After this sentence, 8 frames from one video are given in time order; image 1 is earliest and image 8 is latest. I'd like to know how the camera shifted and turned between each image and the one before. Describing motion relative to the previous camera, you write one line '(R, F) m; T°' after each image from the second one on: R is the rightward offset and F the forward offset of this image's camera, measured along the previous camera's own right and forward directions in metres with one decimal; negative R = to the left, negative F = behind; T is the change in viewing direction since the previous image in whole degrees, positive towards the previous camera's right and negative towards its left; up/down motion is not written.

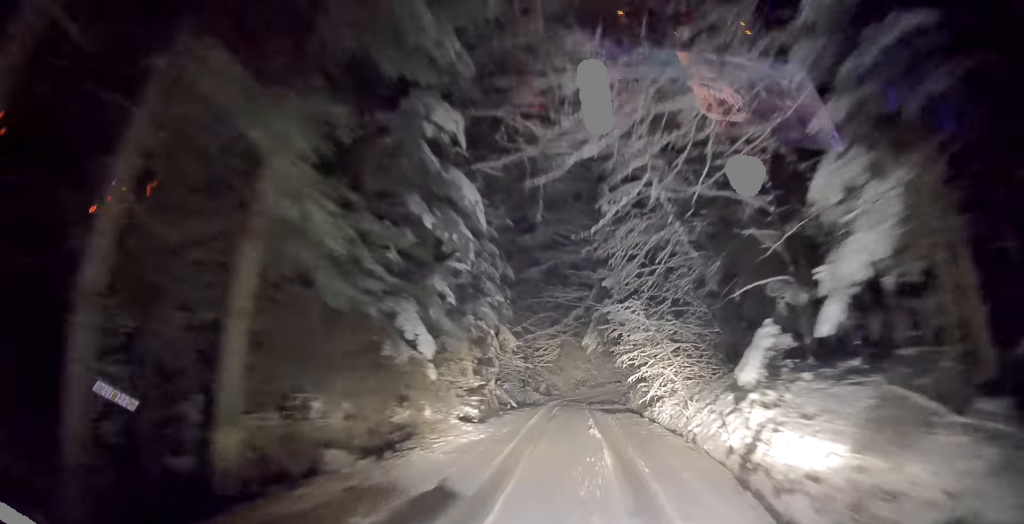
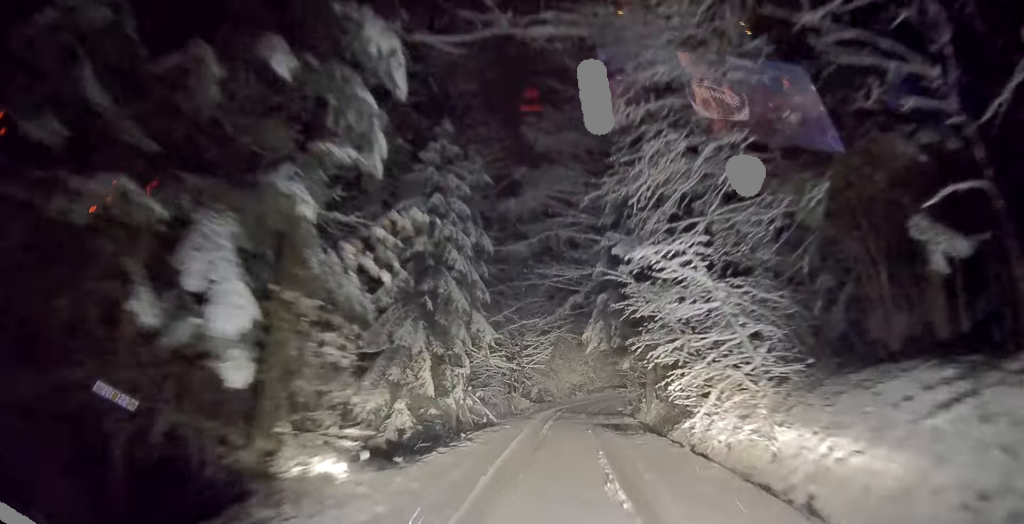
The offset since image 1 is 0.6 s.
(-0.9, +4.7) m; -8°
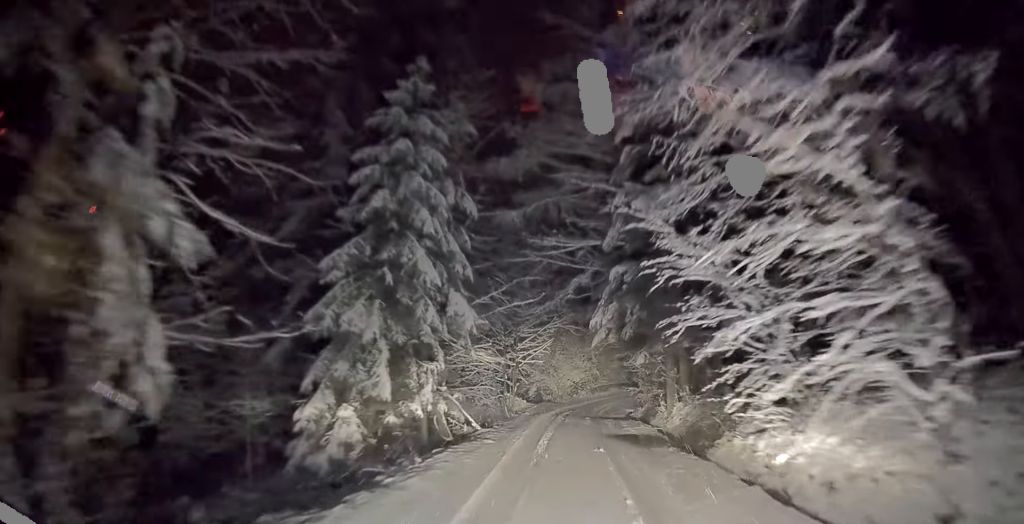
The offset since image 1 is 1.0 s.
(-0.6, +3.3) m; -6°
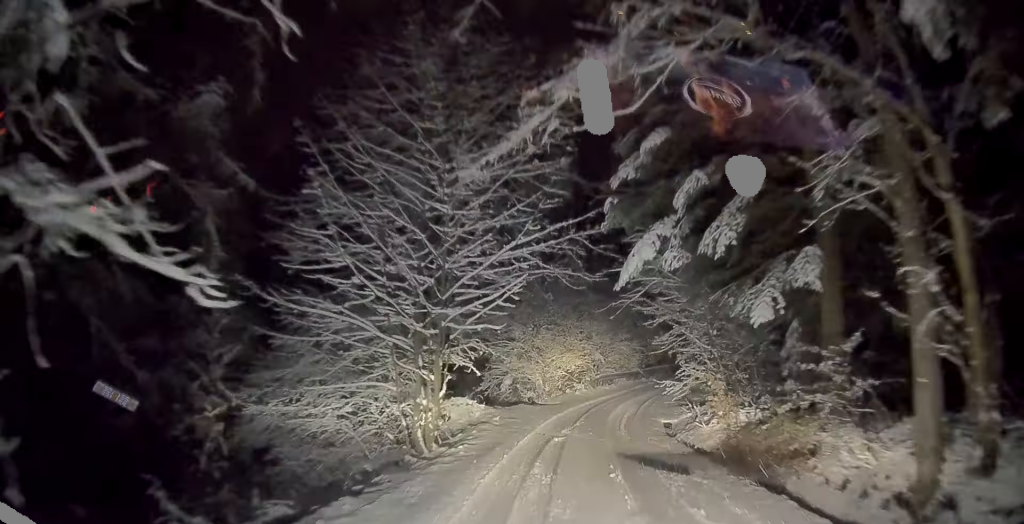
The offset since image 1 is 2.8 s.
(+0.1, +11.7) m; +8°
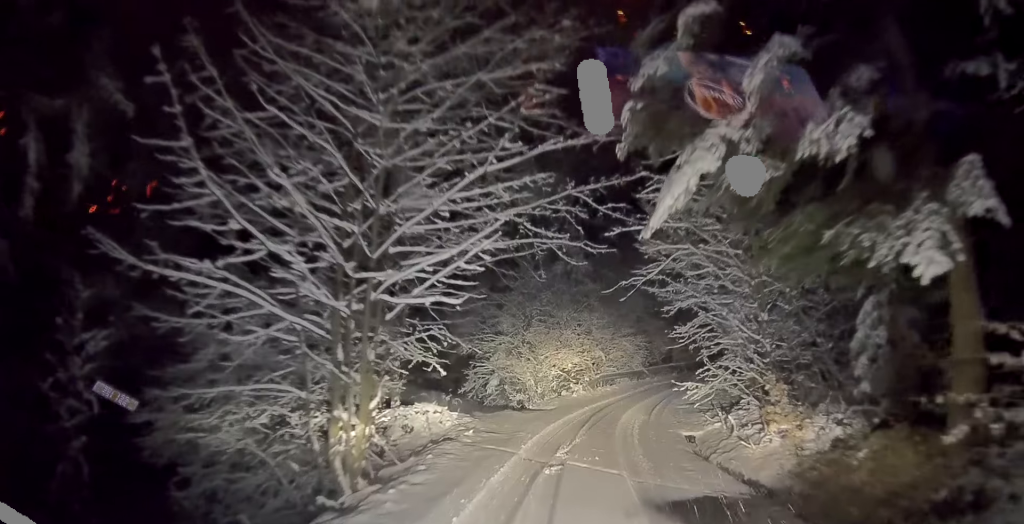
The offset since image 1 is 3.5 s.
(+0.2, +3.6) m; +4°
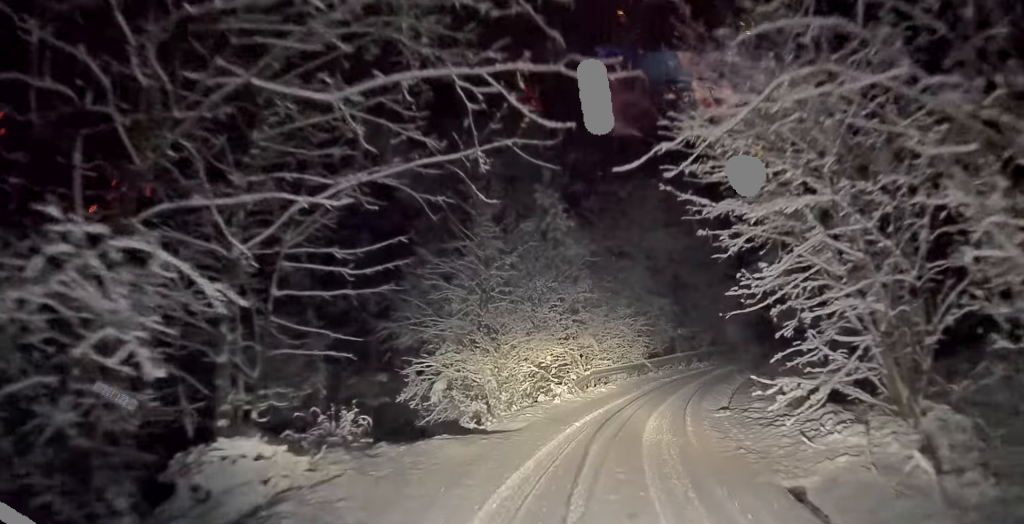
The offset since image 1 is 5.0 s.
(-0.3, +7.5) m; -13°
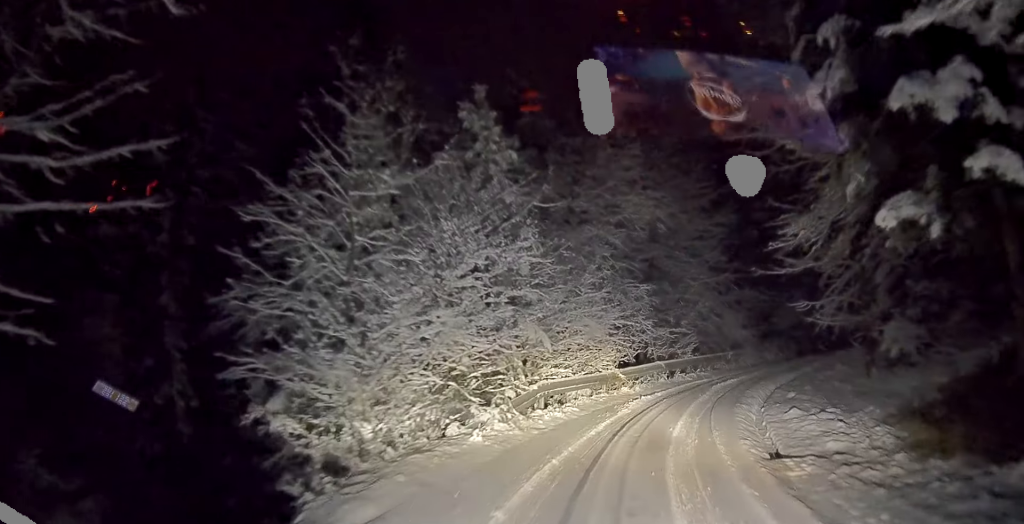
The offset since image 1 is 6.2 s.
(-0.1, +7.0) m; +7°
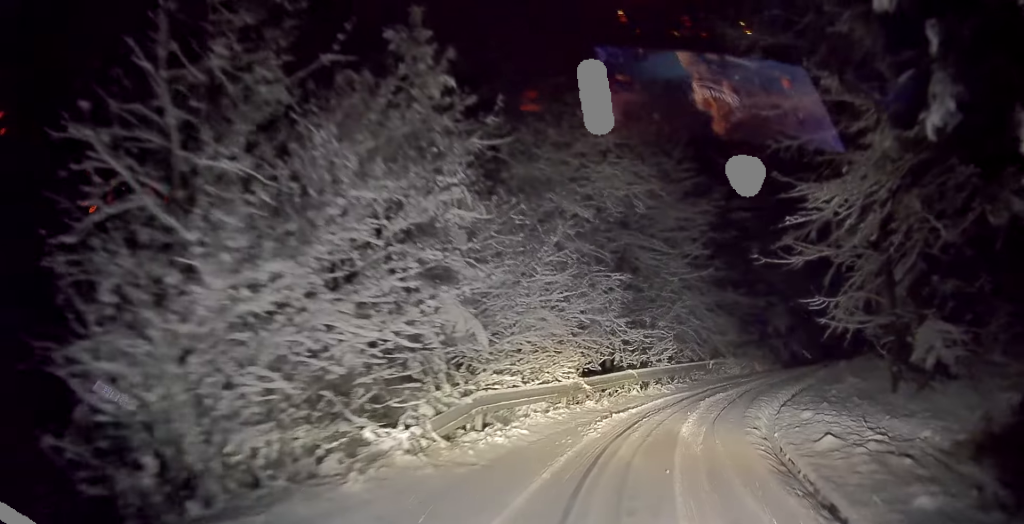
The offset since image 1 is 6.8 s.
(+0.3, +3.5) m; +11°
